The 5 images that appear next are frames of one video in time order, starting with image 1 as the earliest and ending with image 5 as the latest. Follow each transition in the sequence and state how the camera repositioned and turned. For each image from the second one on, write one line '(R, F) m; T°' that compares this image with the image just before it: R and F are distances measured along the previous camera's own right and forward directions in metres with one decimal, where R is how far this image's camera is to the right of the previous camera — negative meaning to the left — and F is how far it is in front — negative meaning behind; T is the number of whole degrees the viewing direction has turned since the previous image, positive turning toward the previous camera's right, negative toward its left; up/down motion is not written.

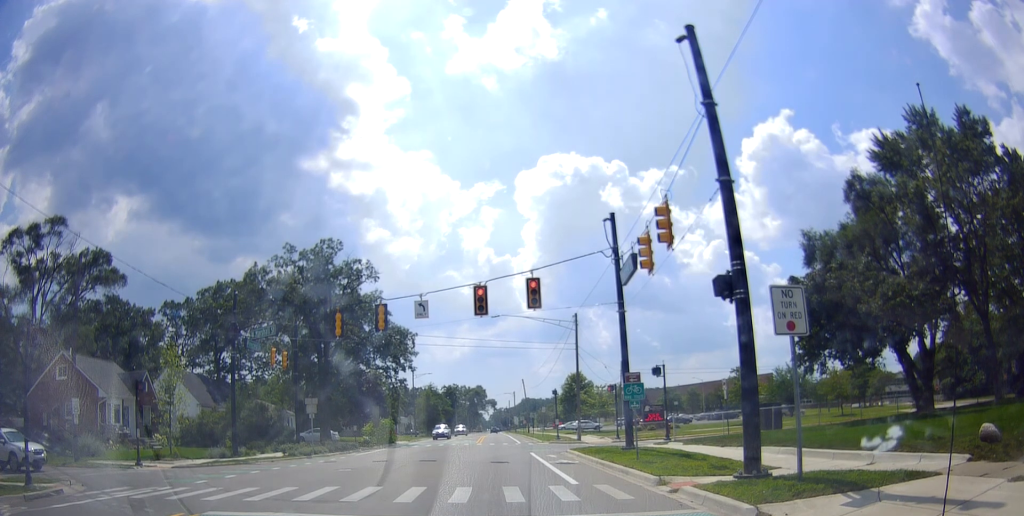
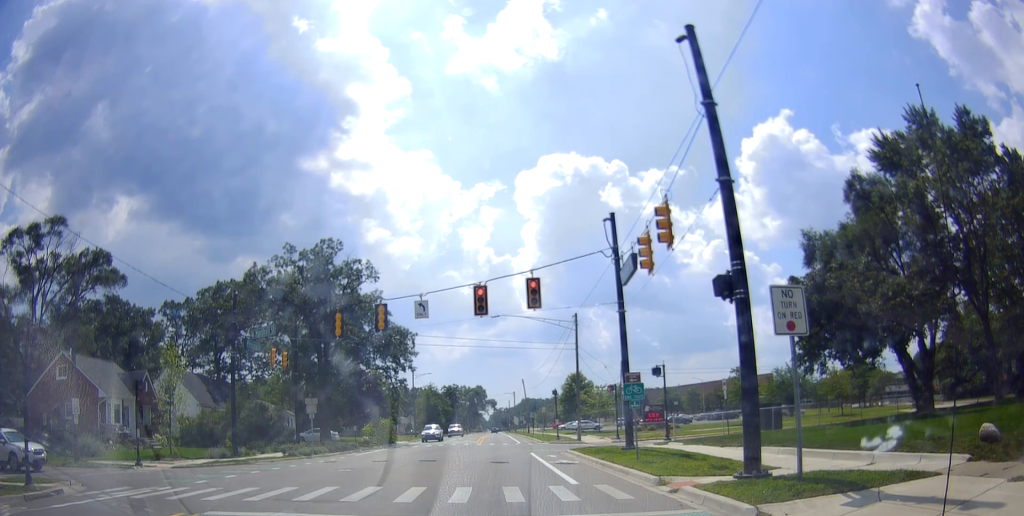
(+0.1, +0.2) m; 0°
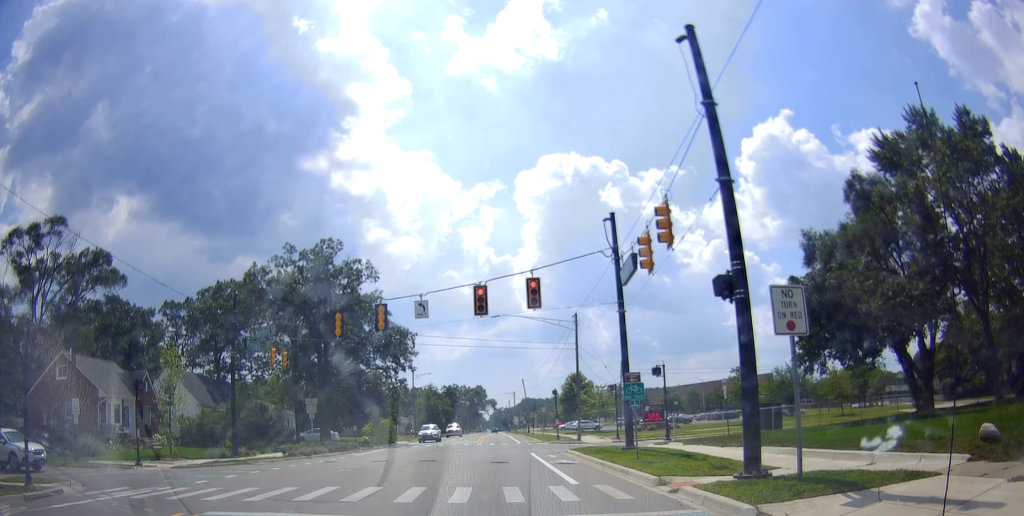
(0.0, 0.0) m; 0°
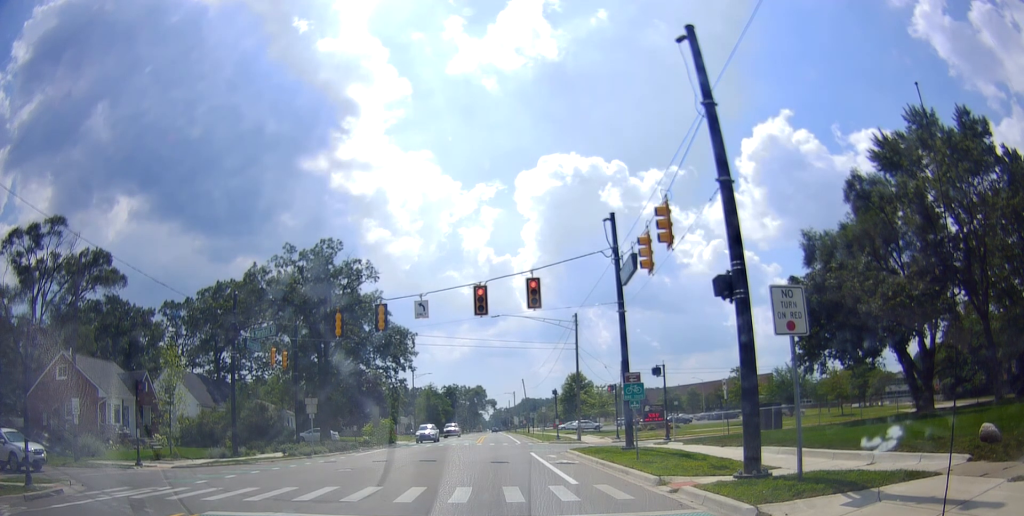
(0.0, 0.0) m; 0°
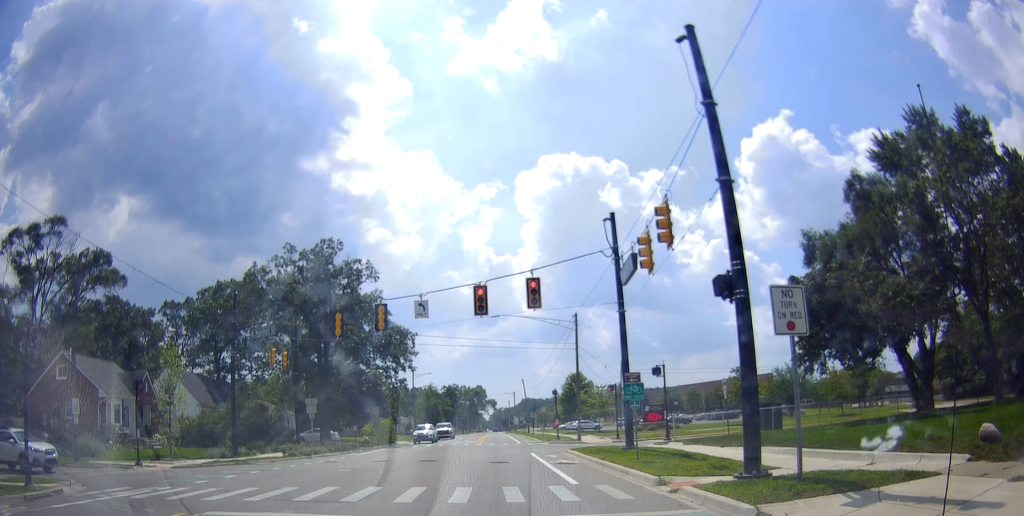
(+0.1, +0.2) m; 0°
